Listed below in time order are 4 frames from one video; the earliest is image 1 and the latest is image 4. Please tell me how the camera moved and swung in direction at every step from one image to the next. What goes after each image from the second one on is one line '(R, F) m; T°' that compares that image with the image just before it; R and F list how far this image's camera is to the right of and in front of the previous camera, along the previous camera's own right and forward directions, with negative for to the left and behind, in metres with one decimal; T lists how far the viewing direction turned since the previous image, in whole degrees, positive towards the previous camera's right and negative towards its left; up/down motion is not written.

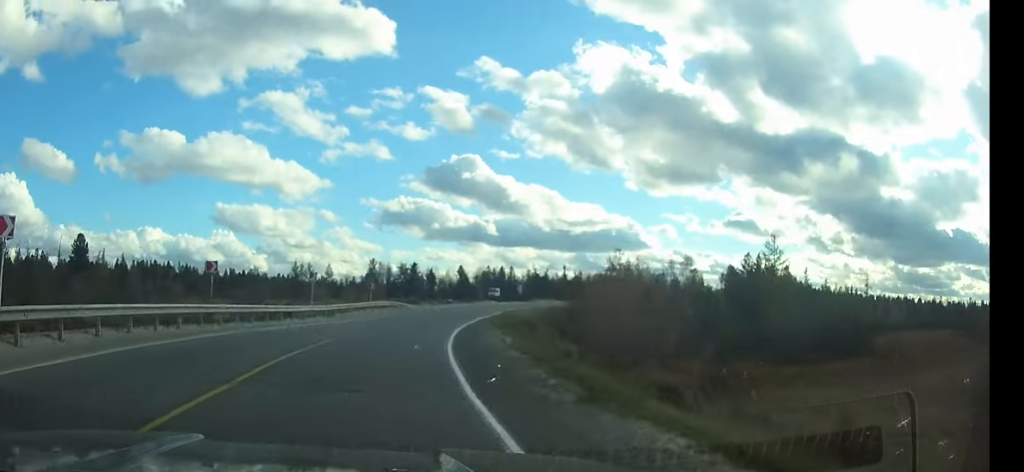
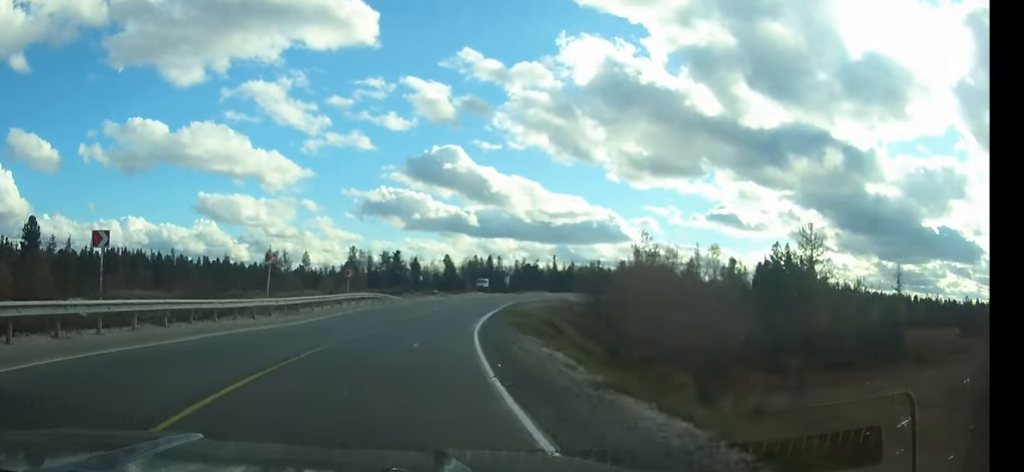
(+0.5, +10.6) m; +4°
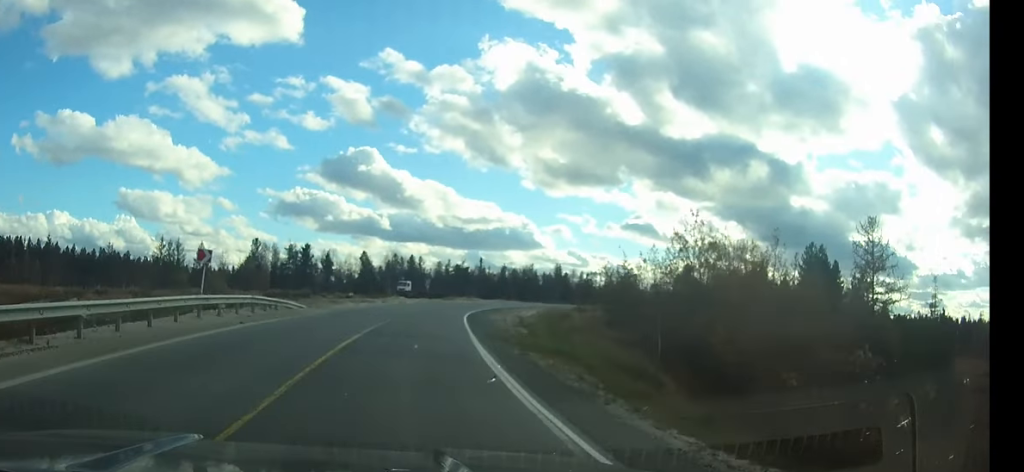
(+1.0, +20.2) m; +7°
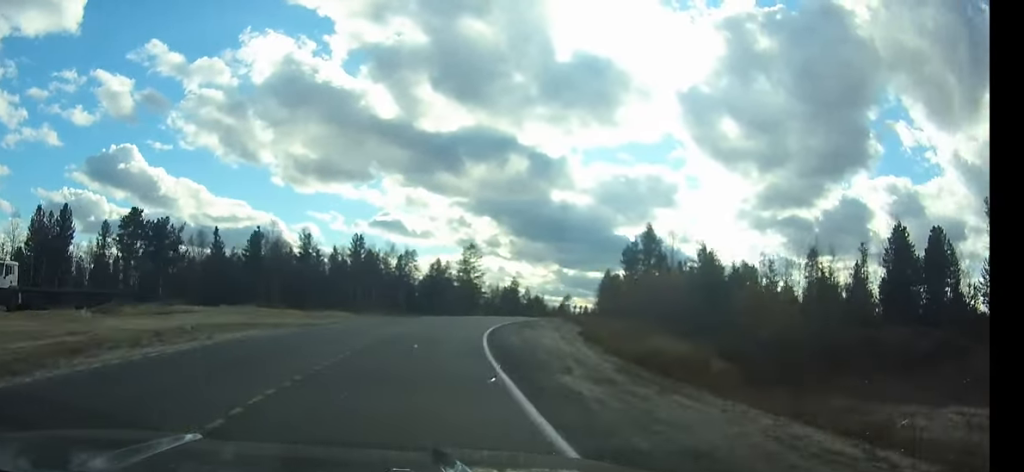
(+16.8, +80.2) m; +26°
